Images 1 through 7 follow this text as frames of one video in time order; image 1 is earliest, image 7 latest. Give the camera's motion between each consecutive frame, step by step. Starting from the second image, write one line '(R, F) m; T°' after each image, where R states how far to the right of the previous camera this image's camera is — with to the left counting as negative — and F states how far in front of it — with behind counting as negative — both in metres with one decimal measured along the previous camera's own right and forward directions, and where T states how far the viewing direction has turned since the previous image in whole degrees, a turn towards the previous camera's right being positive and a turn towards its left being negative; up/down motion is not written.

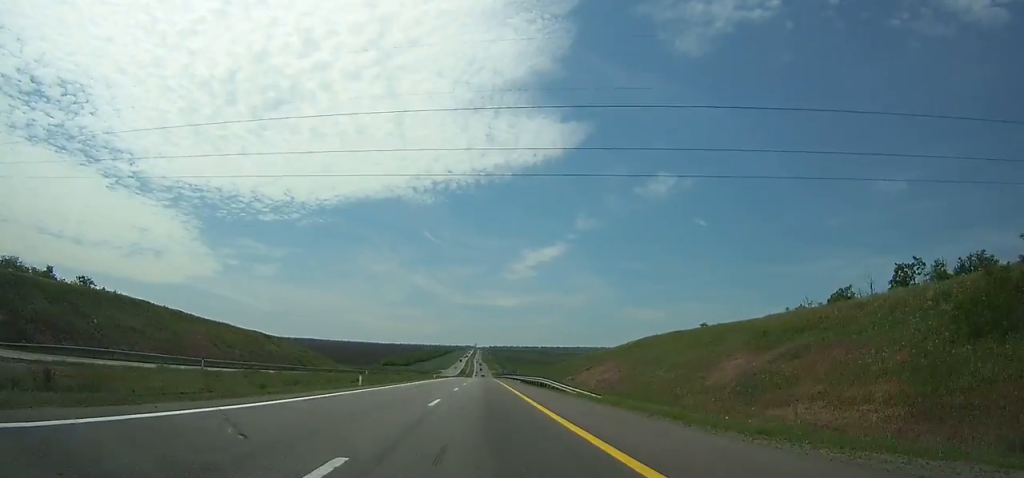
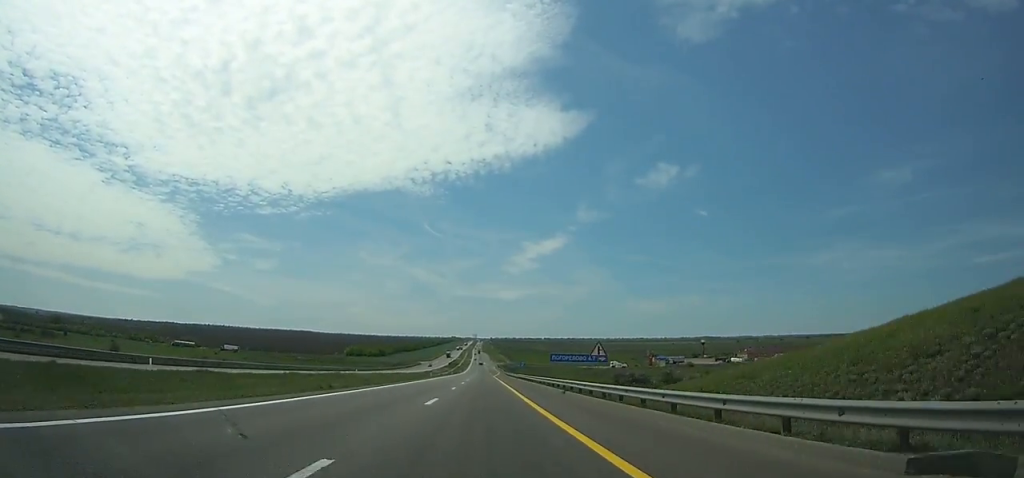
(0.0, +159.5) m; 0°
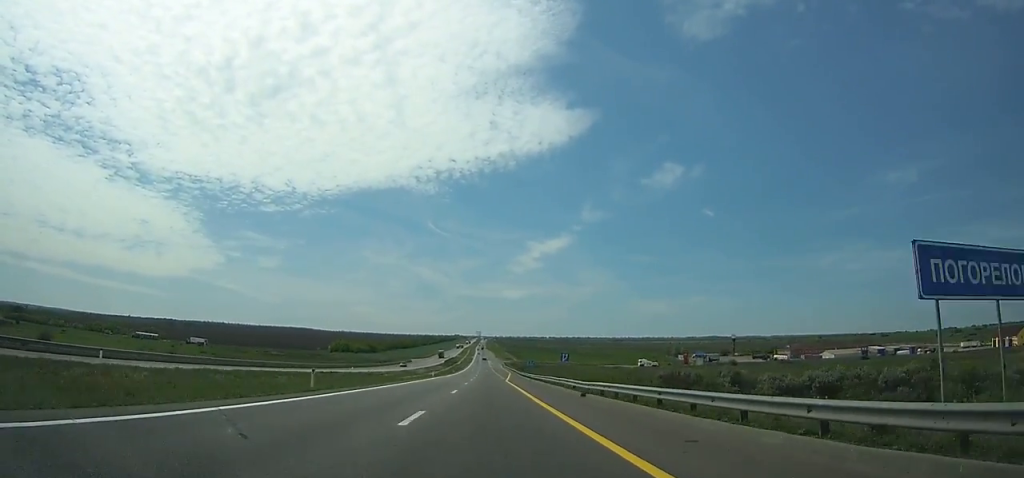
(-0.1, +54.5) m; 0°
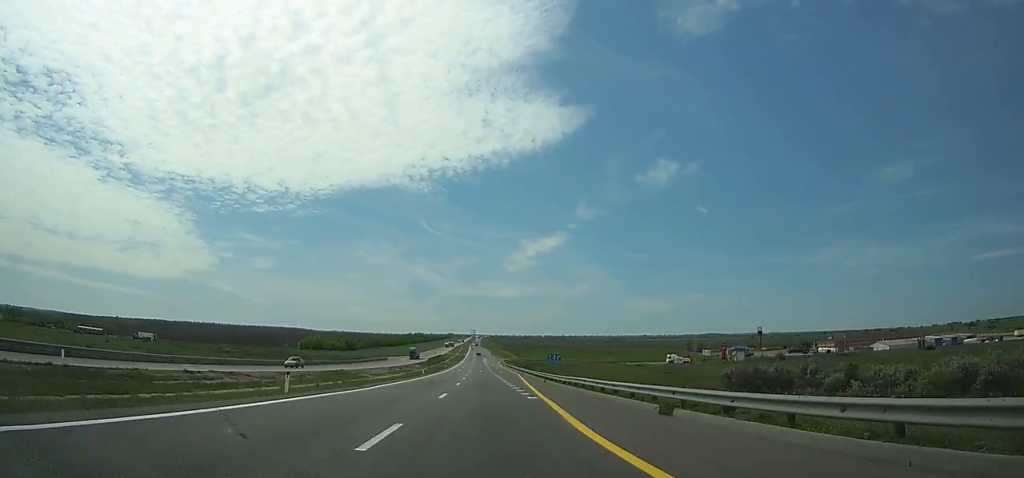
(0.0, +52.4) m; 0°
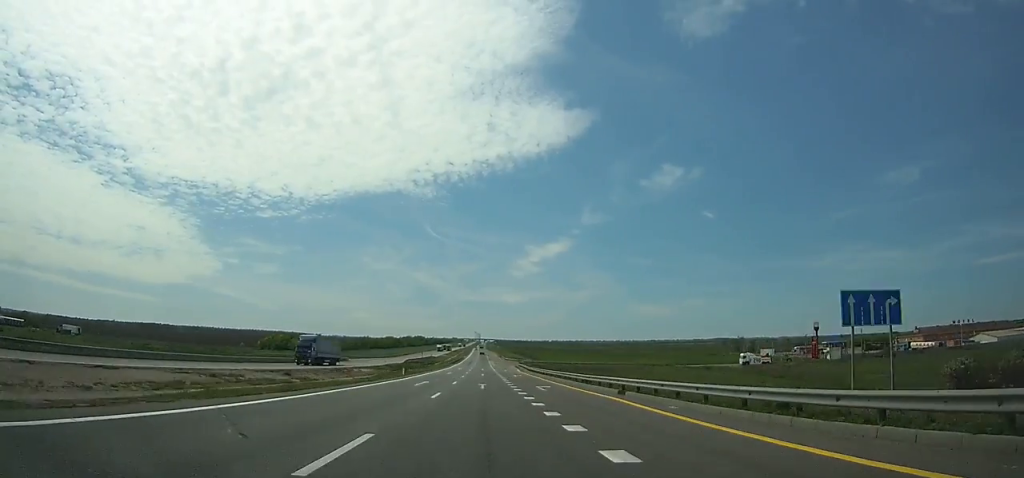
(0.0, +65.5) m; 0°
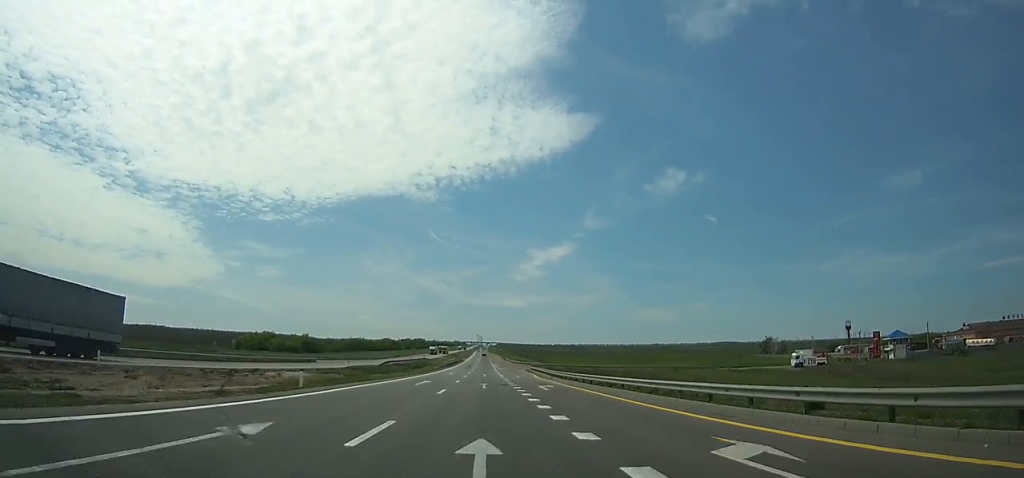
(-0.1, +30.5) m; 0°
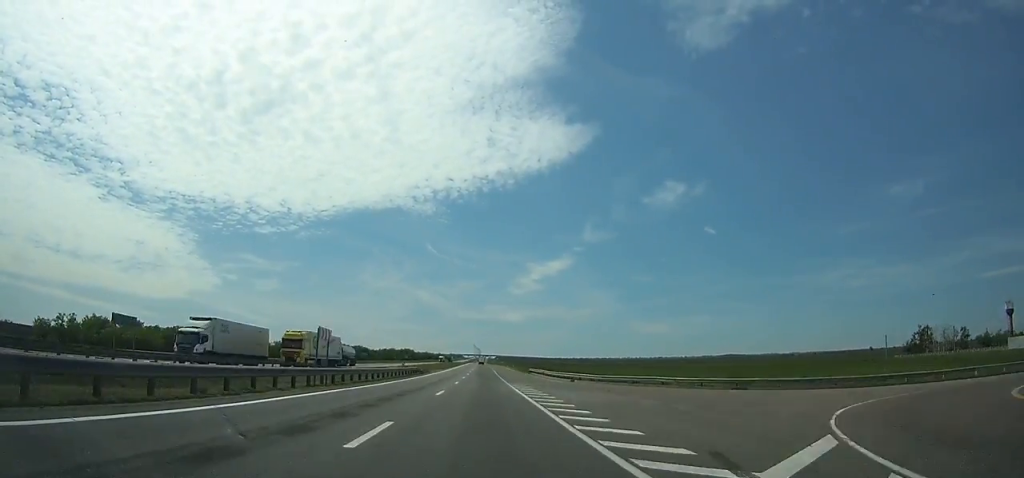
(-0.1, +112.1) m; 0°
